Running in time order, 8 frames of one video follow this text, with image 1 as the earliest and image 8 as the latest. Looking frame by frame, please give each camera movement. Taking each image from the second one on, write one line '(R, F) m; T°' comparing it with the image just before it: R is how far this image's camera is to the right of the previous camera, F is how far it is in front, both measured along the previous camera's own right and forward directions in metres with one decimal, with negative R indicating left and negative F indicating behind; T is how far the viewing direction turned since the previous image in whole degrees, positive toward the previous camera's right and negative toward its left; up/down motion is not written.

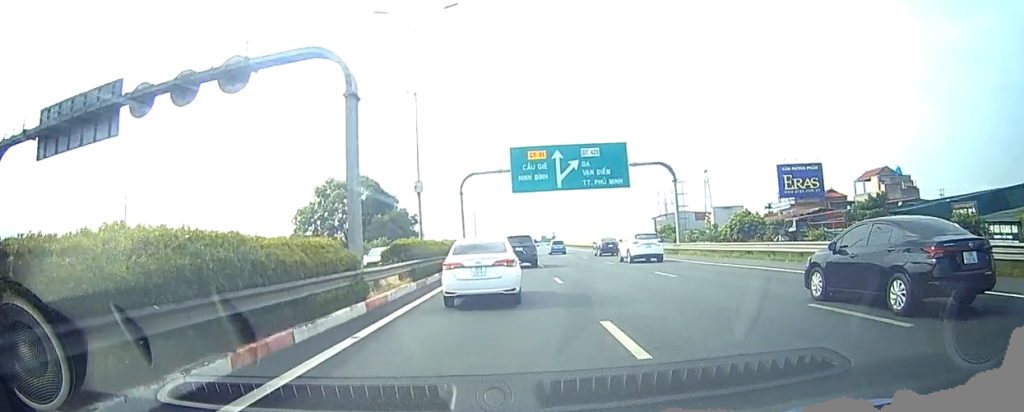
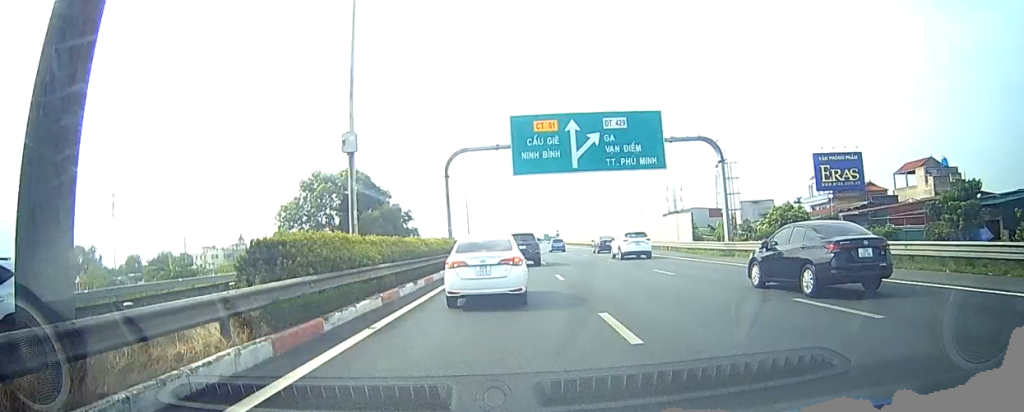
(+0.1, +11.4) m; +1°
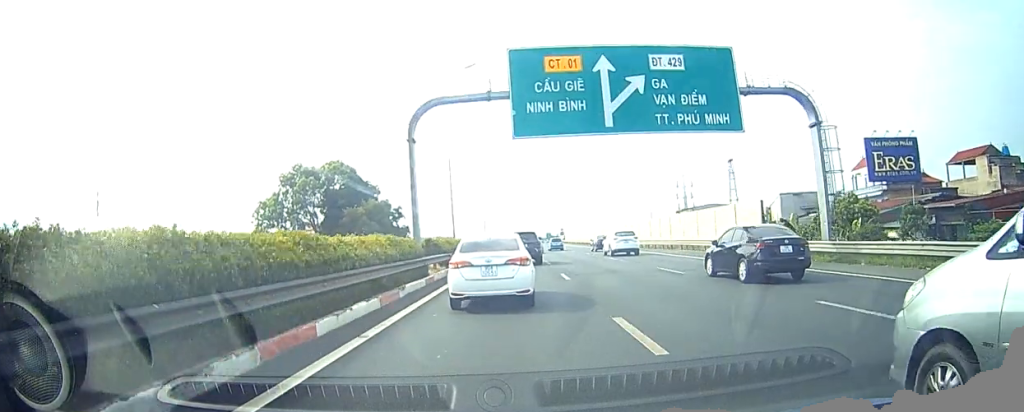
(+0.2, +13.2) m; +1°
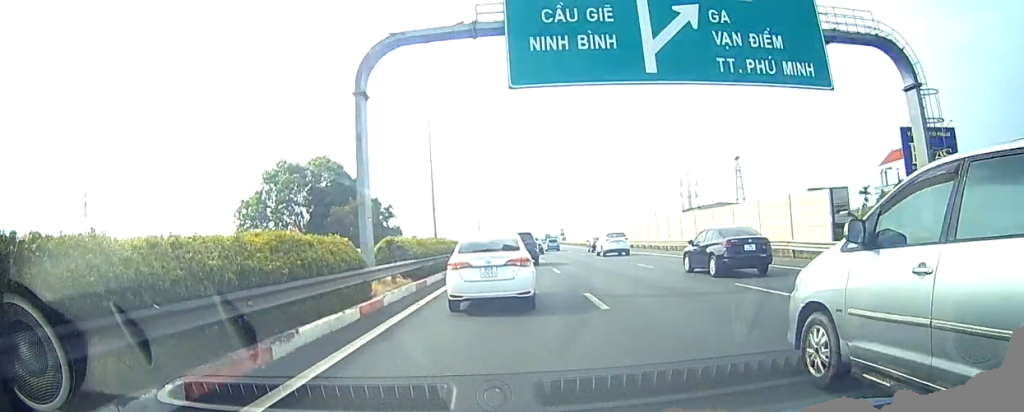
(+0.2, +7.8) m; 0°
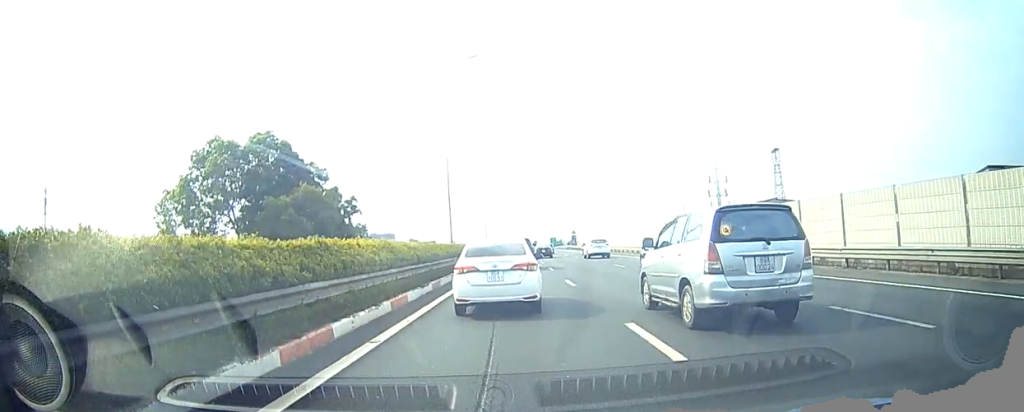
(-1.0, +30.7) m; -3°
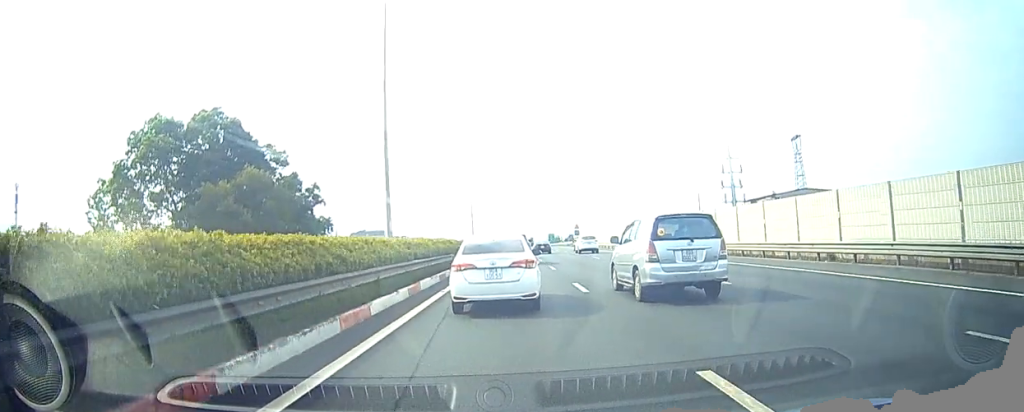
(0.0, +17.1) m; 0°
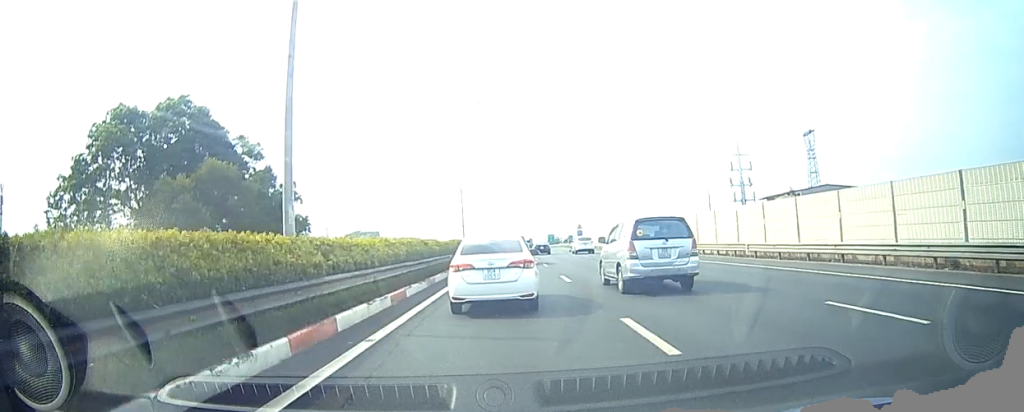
(0.0, +8.2) m; 0°
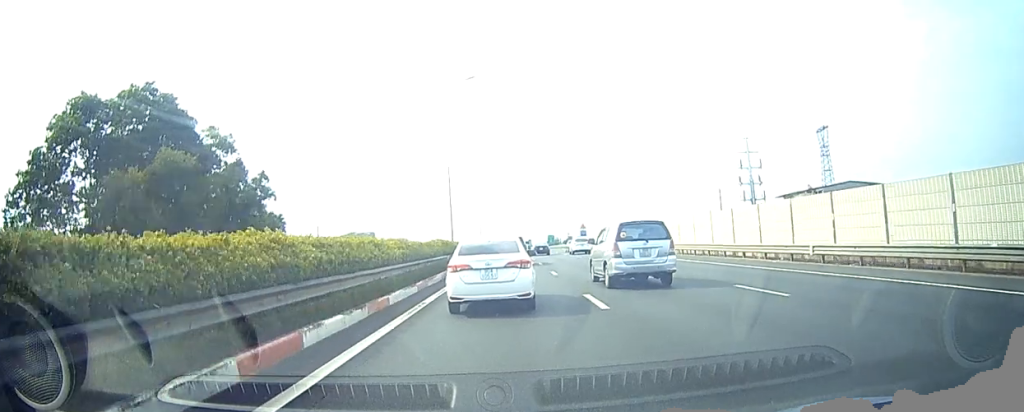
(0.0, +7.7) m; 0°
